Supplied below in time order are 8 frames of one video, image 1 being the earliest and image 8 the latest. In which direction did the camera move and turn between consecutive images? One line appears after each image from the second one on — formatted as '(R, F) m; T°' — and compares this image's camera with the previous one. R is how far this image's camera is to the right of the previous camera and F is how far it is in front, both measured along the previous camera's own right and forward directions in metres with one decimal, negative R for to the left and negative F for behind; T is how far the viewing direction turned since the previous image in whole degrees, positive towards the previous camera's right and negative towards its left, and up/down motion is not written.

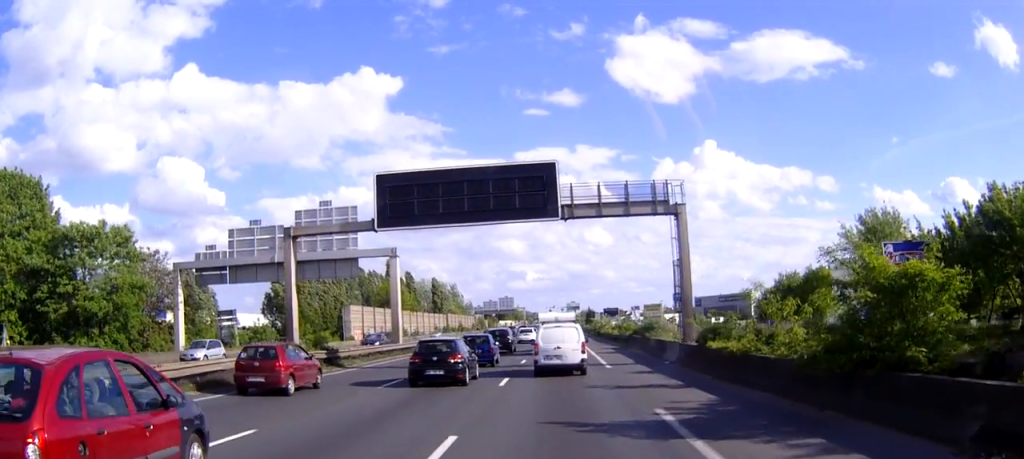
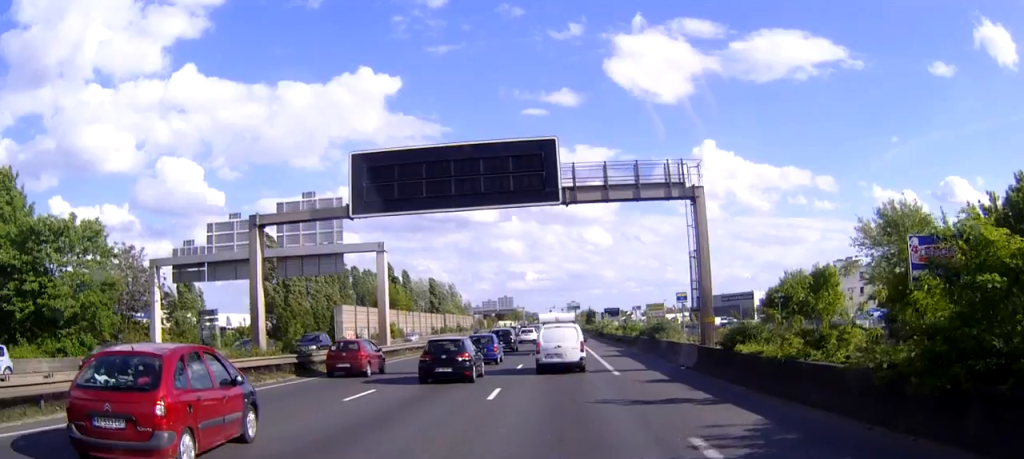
(0.0, +4.0) m; 0°
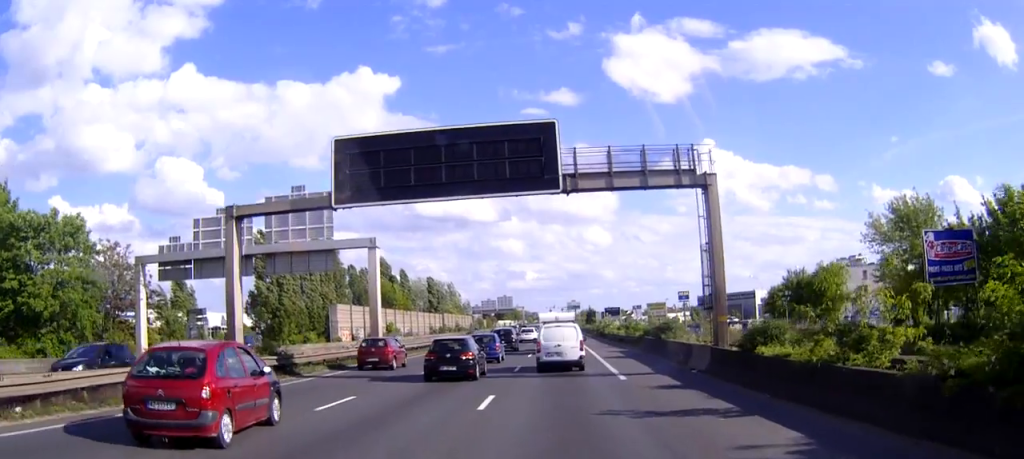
(0.0, +2.3) m; 0°
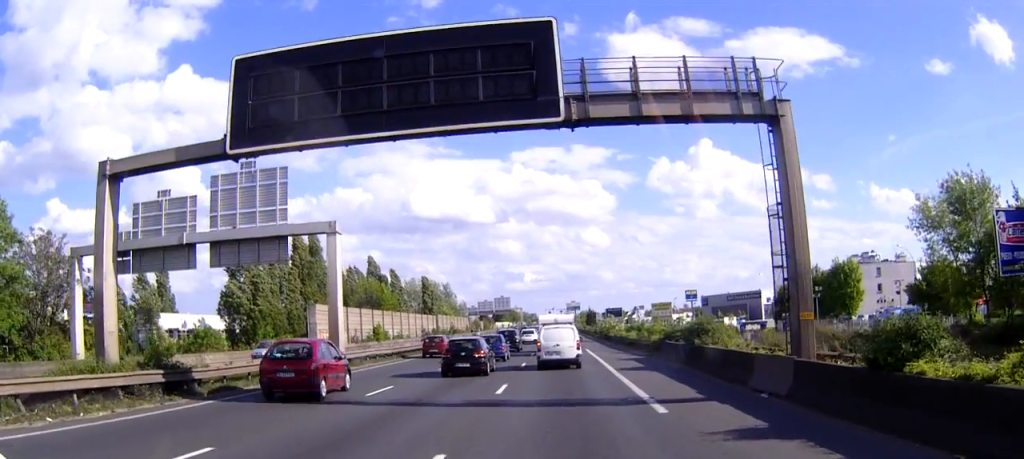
(0.0, +8.7) m; 0°
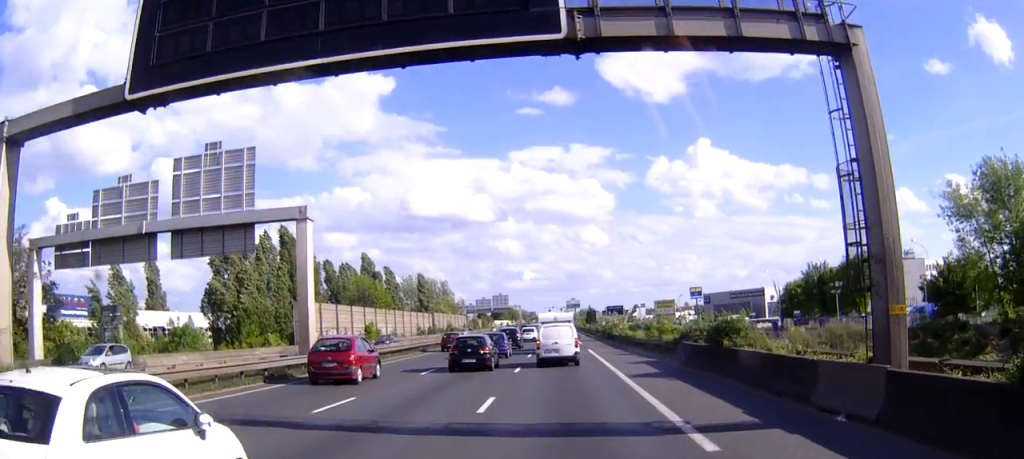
(0.0, +4.6) m; 0°
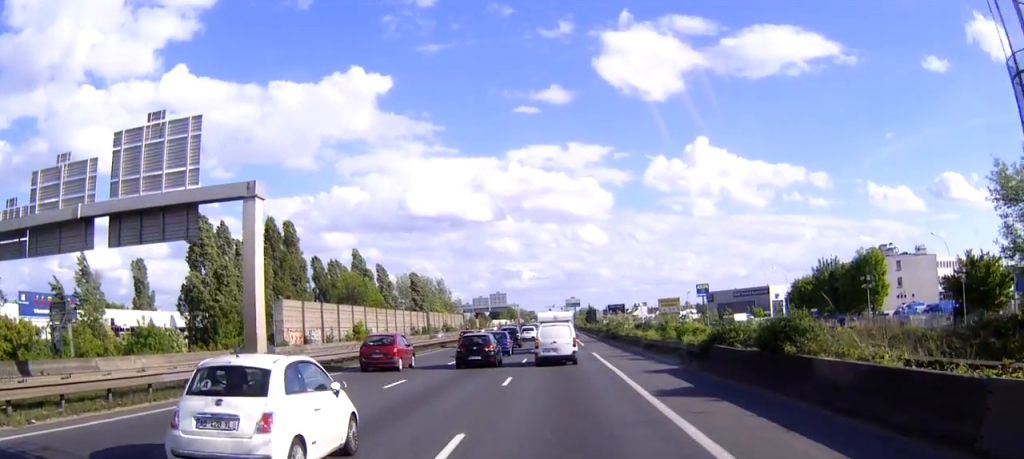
(0.0, +6.1) m; +1°
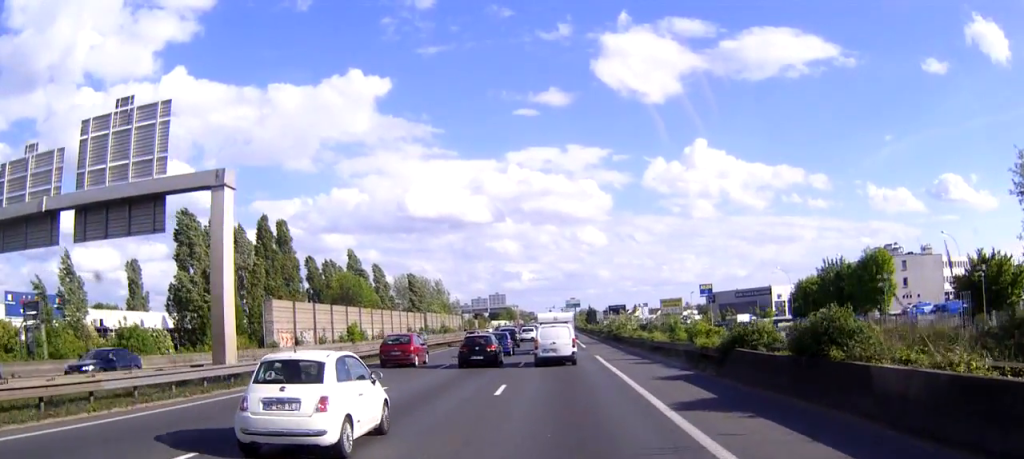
(0.0, +2.9) m; 0°
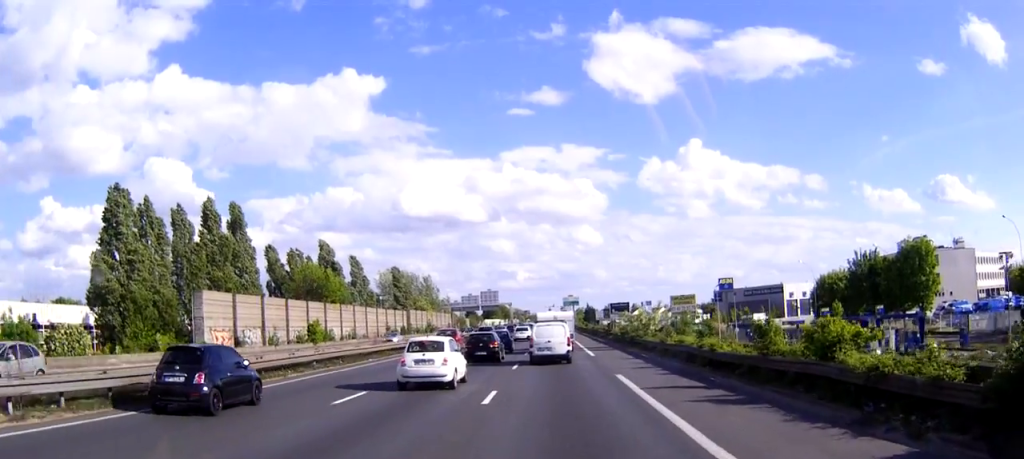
(-0.1, +15.4) m; -2°
